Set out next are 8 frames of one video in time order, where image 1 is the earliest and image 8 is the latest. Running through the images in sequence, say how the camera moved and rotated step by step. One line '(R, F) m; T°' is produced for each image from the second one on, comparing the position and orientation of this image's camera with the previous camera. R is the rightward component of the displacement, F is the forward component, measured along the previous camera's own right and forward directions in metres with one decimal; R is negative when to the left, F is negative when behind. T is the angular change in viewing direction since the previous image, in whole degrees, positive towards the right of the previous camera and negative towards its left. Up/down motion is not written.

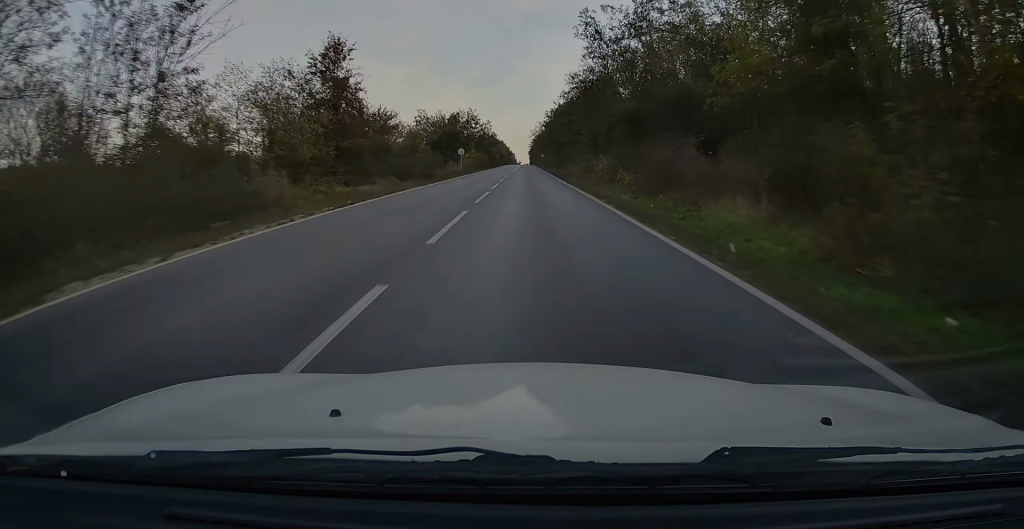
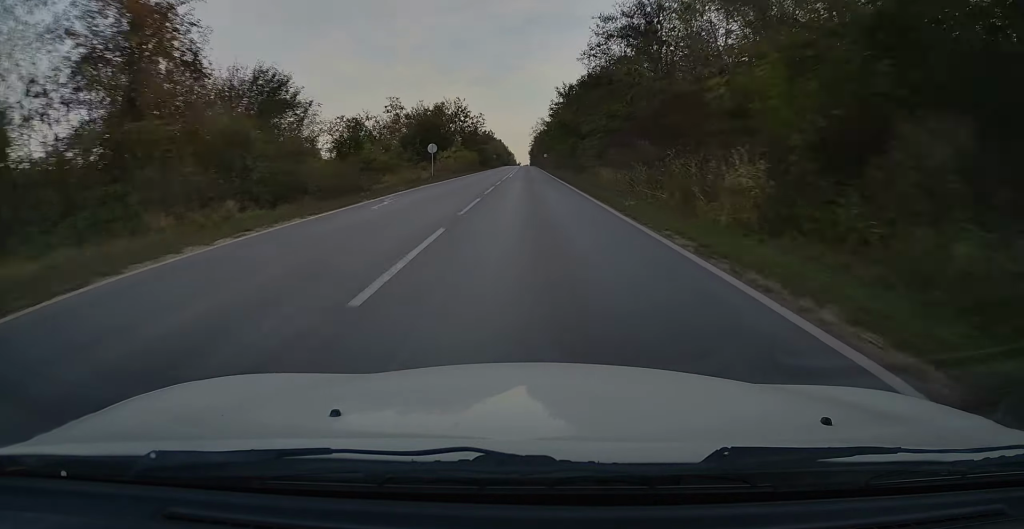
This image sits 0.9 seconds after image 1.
(0.0, +21.9) m; 0°
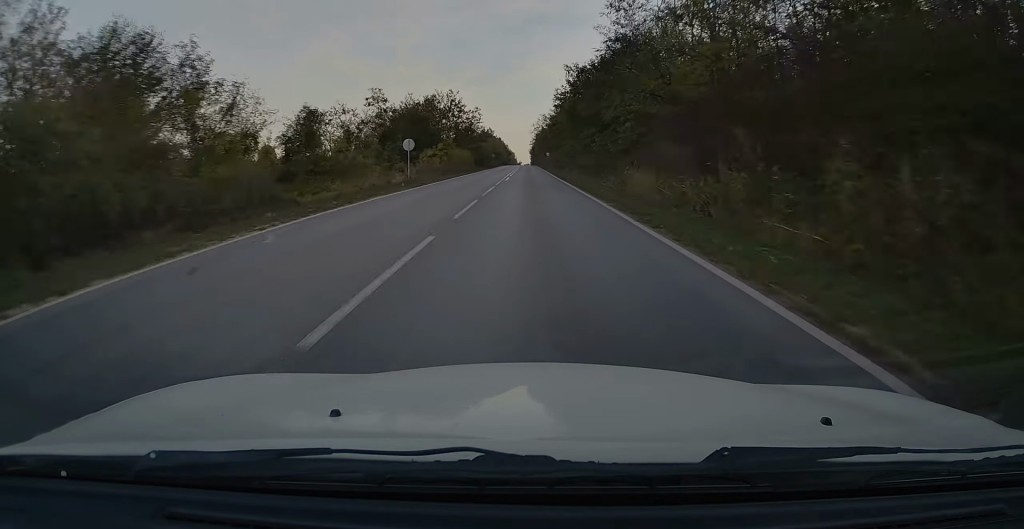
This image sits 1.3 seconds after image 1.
(0.0, +10.1) m; 0°
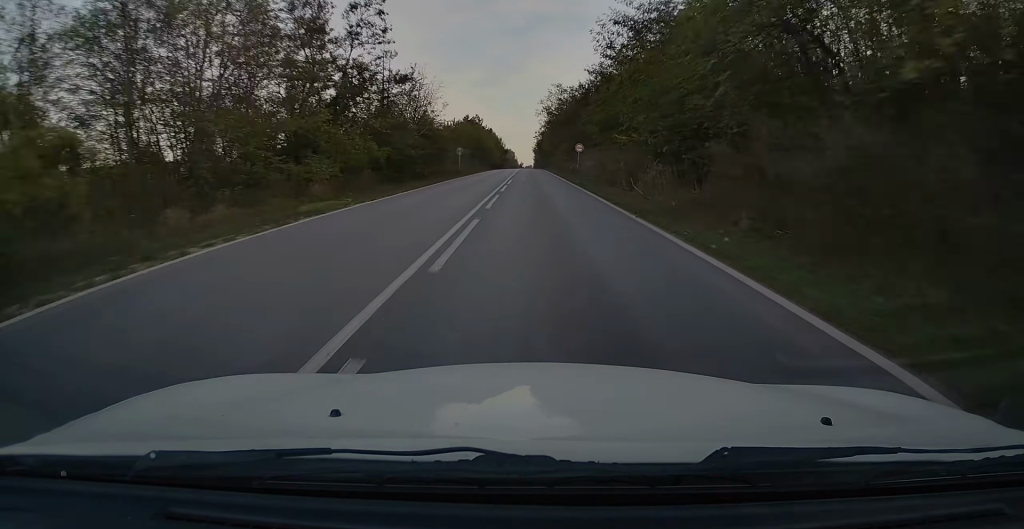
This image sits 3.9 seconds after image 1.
(-0.4, +66.7) m; 0°
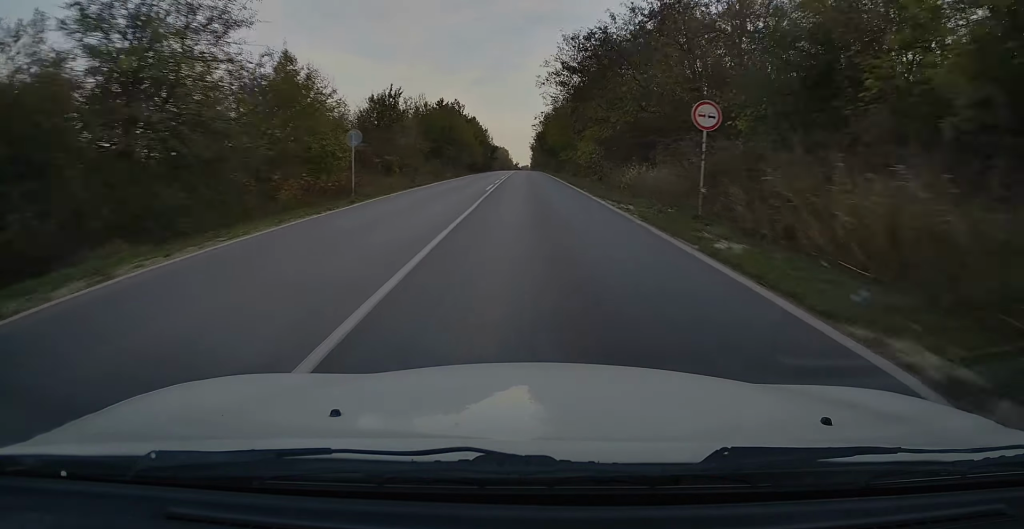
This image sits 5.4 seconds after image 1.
(+0.2, +38.6) m; +1°
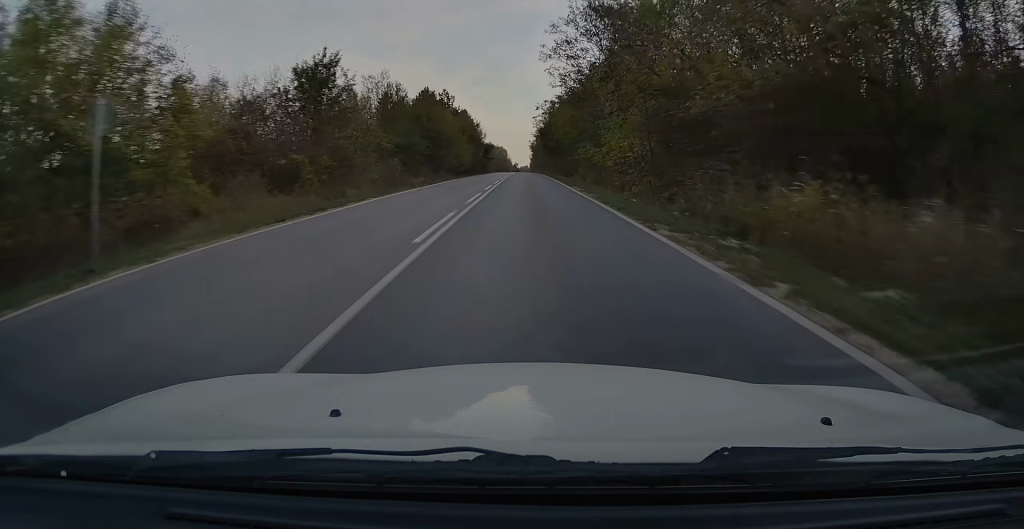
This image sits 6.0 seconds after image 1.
(+0.1, +16.3) m; 0°
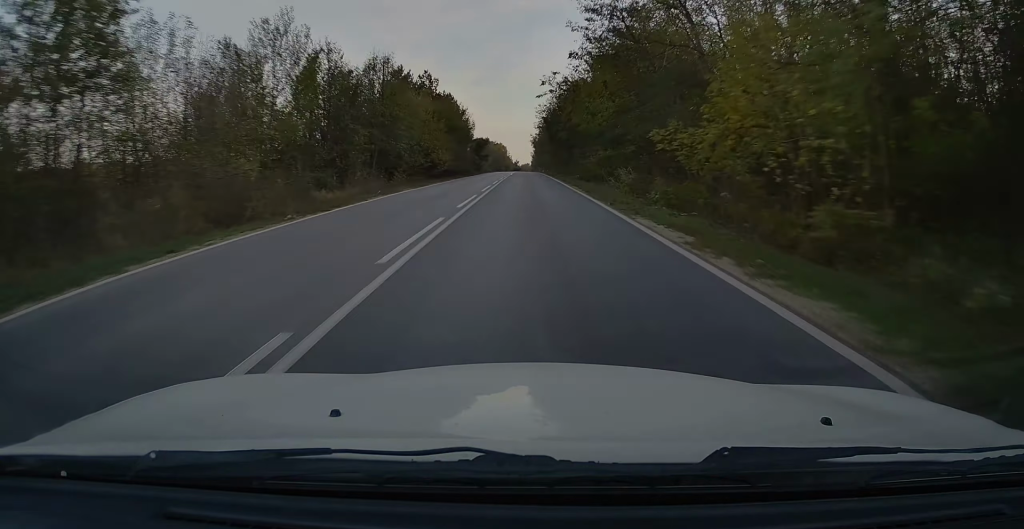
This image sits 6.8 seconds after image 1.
(0.0, +19.7) m; 0°
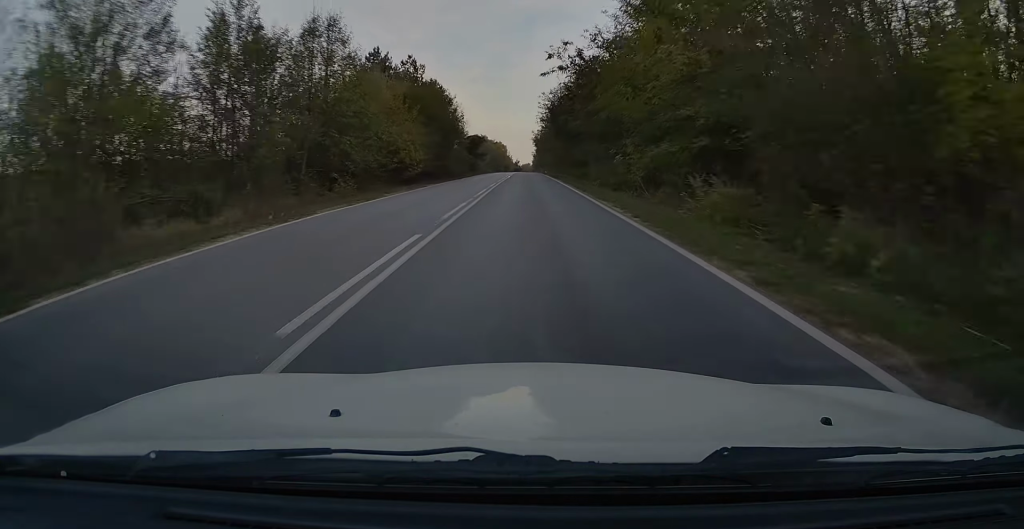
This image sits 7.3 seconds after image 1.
(-0.1, +12.0) m; 0°
